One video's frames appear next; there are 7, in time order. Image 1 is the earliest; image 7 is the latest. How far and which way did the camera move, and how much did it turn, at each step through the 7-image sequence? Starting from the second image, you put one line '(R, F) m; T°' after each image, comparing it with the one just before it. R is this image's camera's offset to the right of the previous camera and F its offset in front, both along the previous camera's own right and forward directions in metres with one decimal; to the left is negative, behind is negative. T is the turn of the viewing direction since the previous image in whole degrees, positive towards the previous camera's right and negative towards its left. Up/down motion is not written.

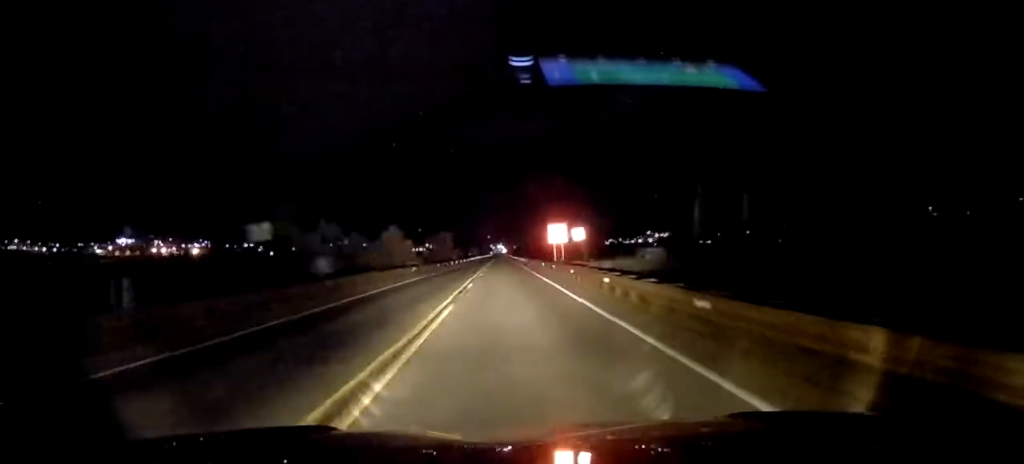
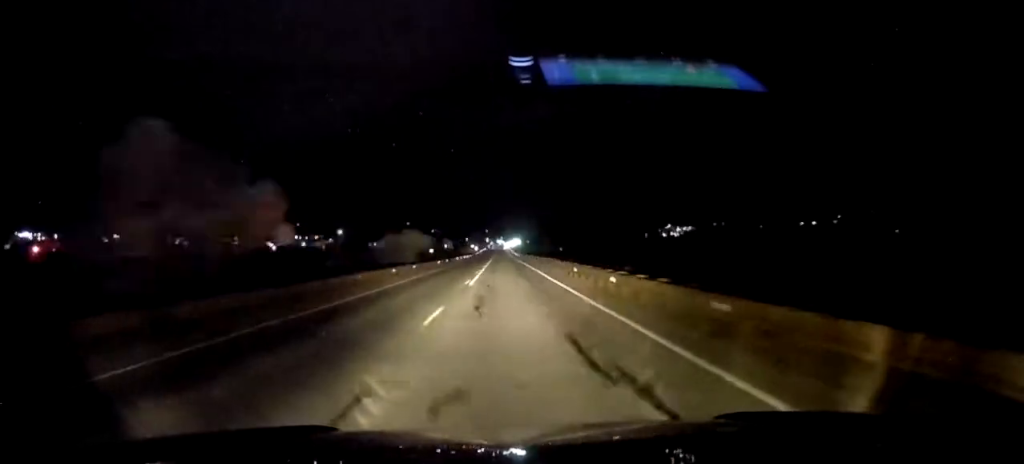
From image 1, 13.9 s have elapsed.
(-0.2, +288.0) m; 0°
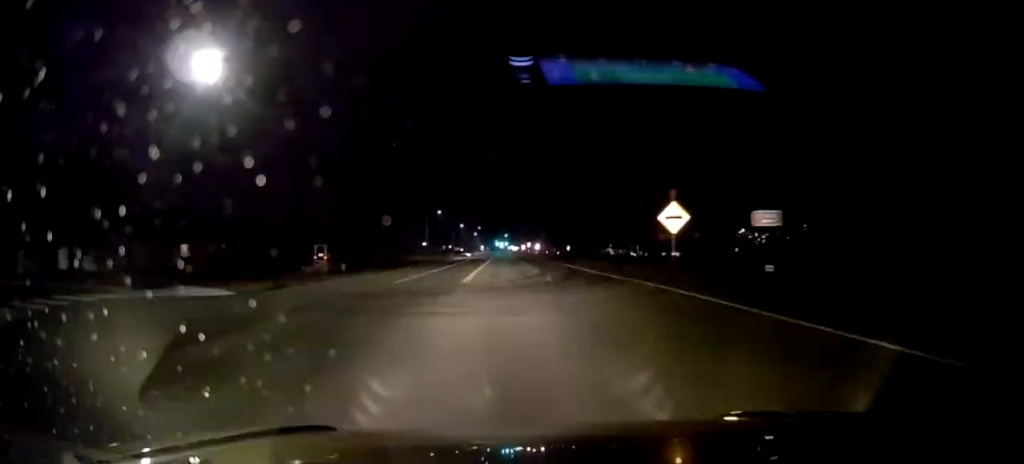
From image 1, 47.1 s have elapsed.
(0.0, +639.4) m; 0°
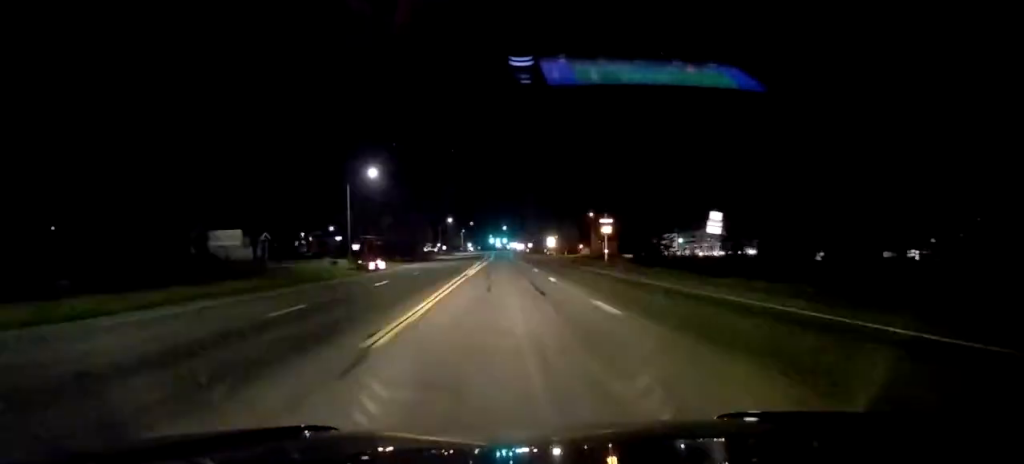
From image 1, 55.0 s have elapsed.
(-1.0, +141.9) m; +1°
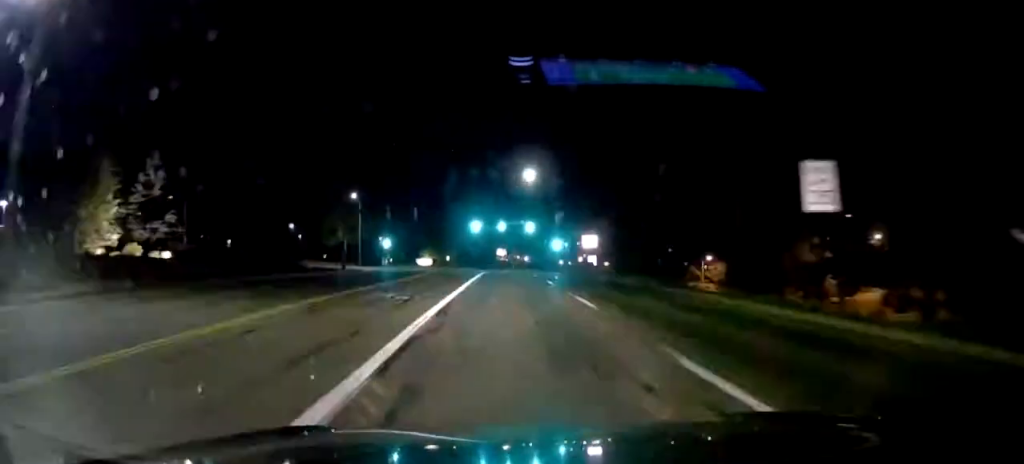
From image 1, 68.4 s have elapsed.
(+4.5, +208.6) m; -9°
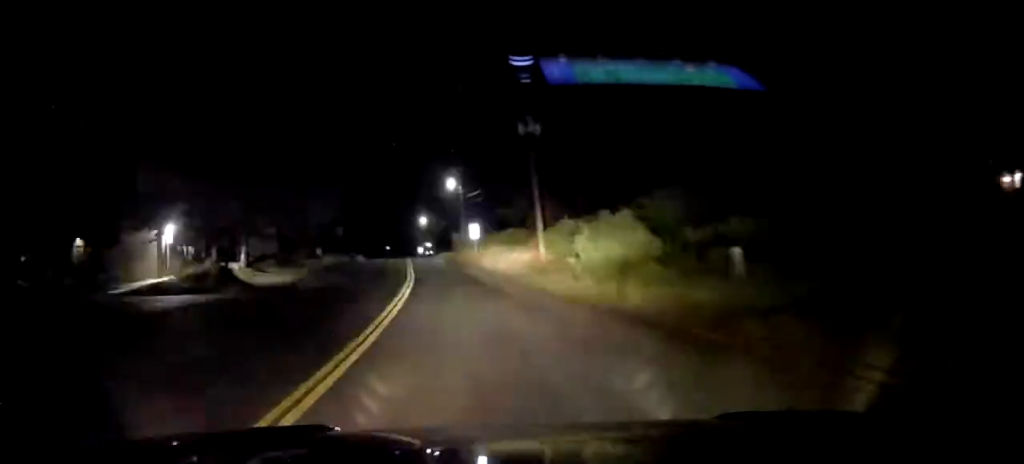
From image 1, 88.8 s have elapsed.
(-53.5, +121.6) m; -81°
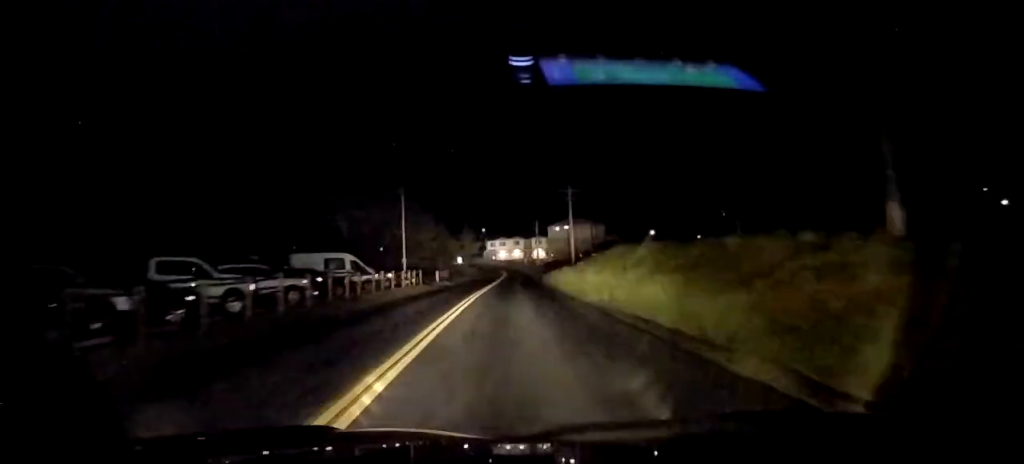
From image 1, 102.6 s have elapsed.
(-32.2, +161.0) m; -18°
